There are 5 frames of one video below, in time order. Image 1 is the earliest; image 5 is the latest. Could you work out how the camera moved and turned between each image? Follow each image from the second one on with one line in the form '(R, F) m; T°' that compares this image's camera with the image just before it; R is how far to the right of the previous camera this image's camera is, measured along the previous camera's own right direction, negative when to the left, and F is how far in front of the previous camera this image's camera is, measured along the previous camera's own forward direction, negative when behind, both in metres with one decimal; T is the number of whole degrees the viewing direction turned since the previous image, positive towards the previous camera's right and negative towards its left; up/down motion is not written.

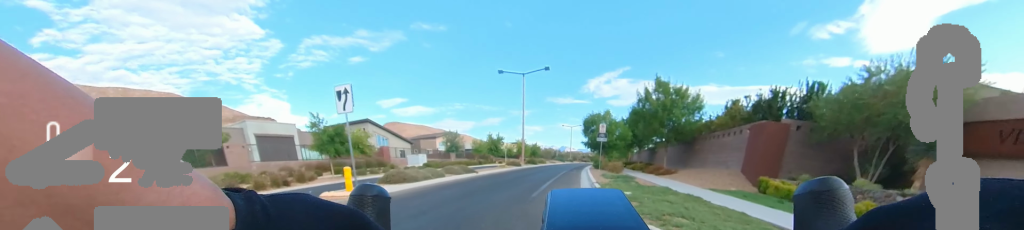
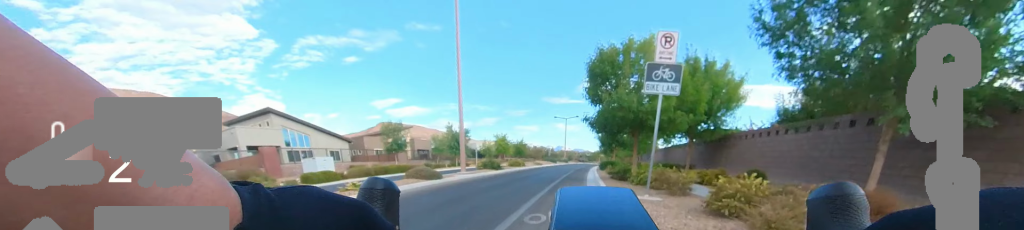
(+0.7, +15.8) m; +1°
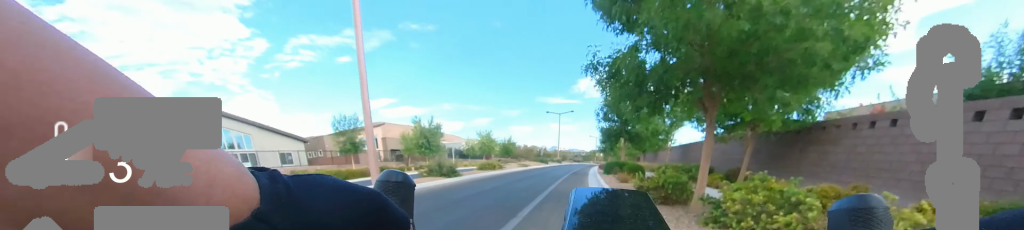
(-0.2, +6.9) m; 0°
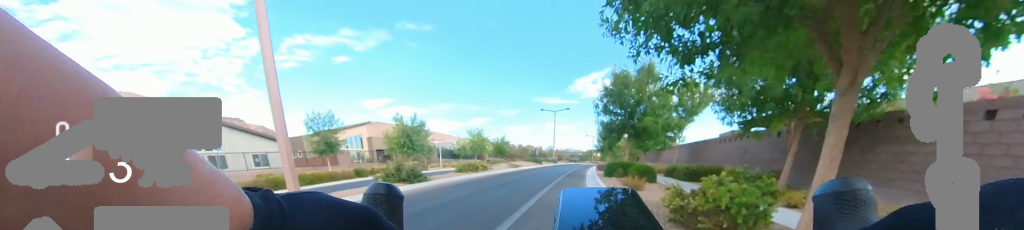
(+0.3, +2.9) m; 0°
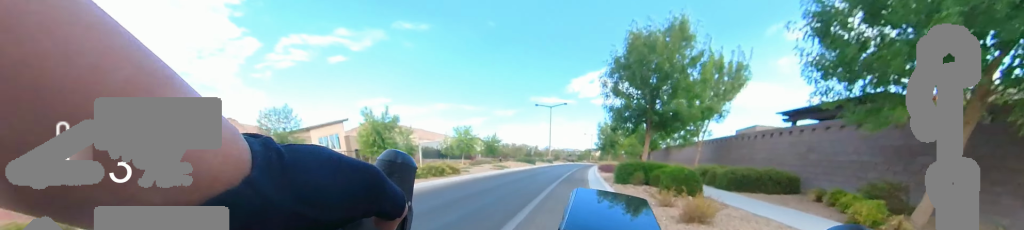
(-0.5, +4.2) m; 0°
